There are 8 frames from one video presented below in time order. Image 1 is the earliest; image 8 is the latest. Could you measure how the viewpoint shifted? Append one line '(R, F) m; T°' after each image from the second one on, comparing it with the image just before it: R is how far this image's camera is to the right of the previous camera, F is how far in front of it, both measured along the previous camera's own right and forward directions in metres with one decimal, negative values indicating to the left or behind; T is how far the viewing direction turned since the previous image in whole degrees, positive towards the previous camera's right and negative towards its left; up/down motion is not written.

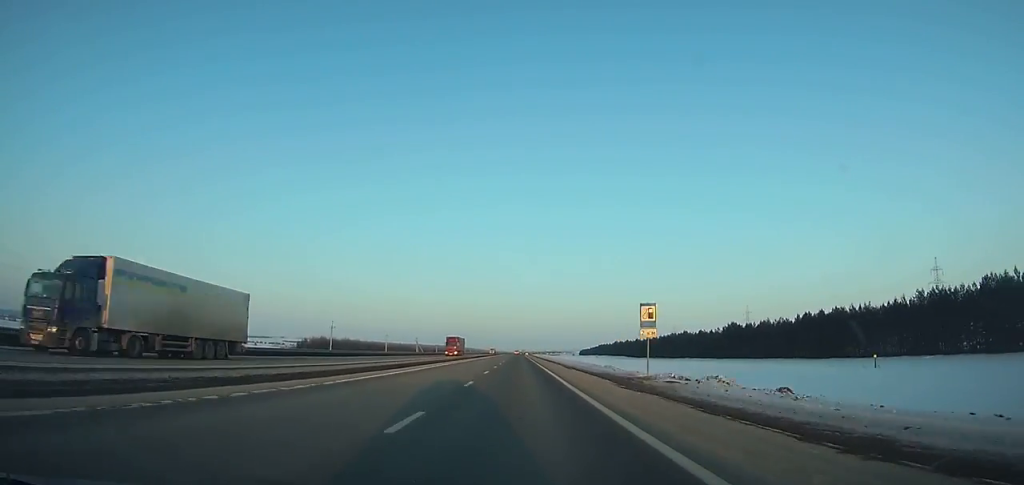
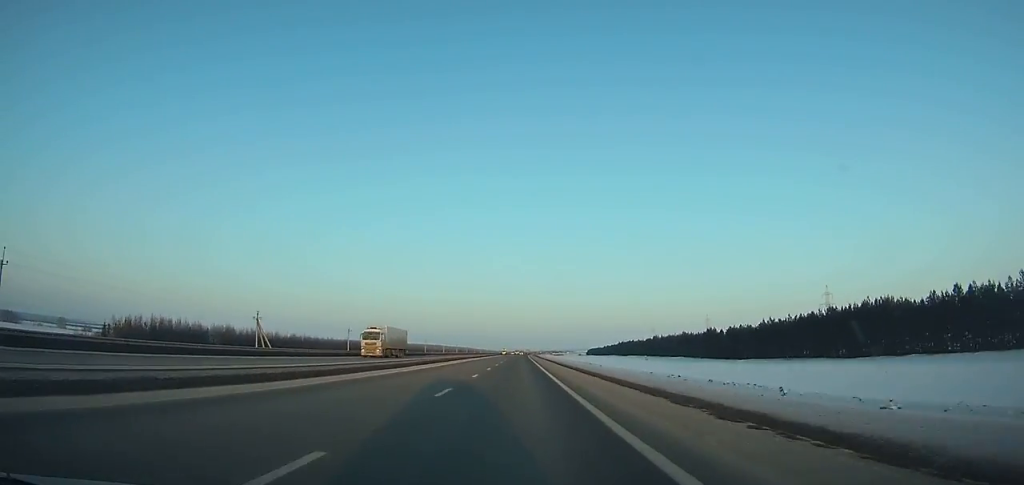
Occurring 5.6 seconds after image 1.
(-0.4, +149.0) m; 0°
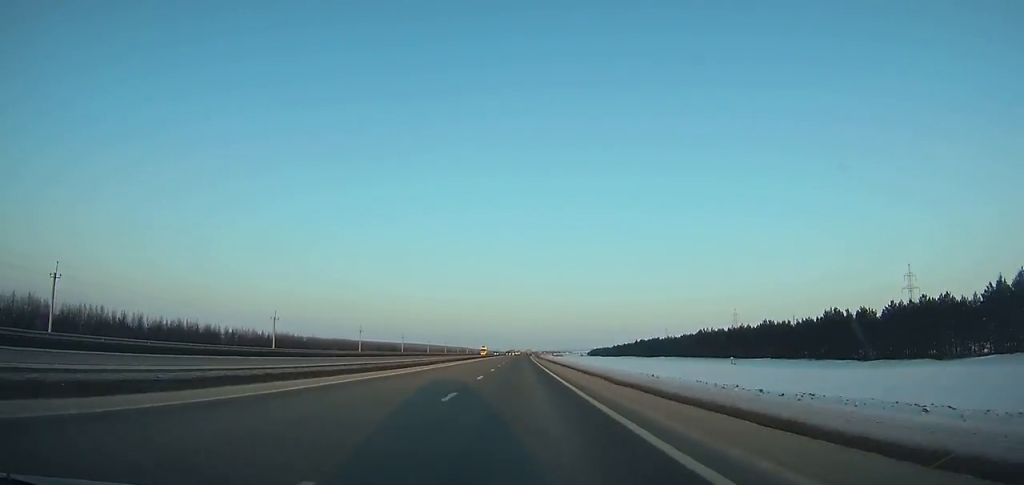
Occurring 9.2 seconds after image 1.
(+0.3, +96.4) m; 0°
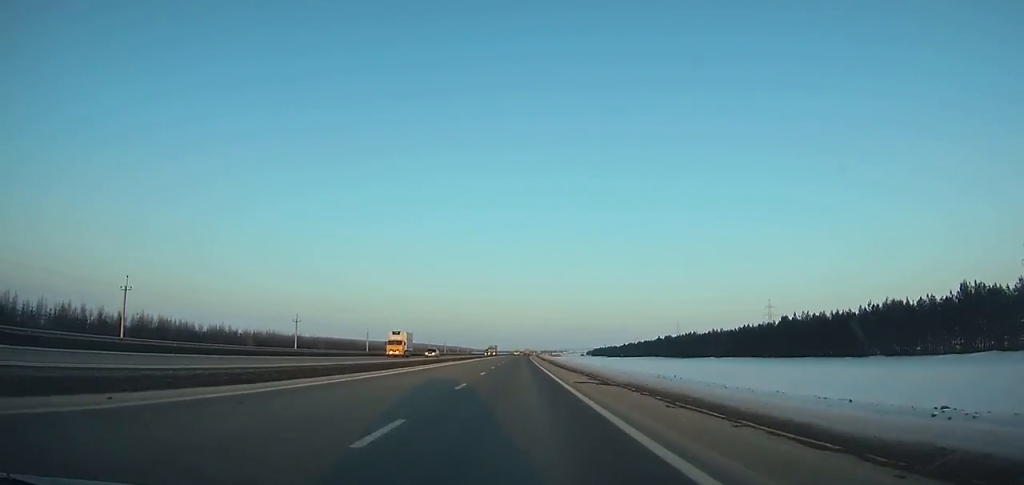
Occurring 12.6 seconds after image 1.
(+0.4, +91.0) m; +1°
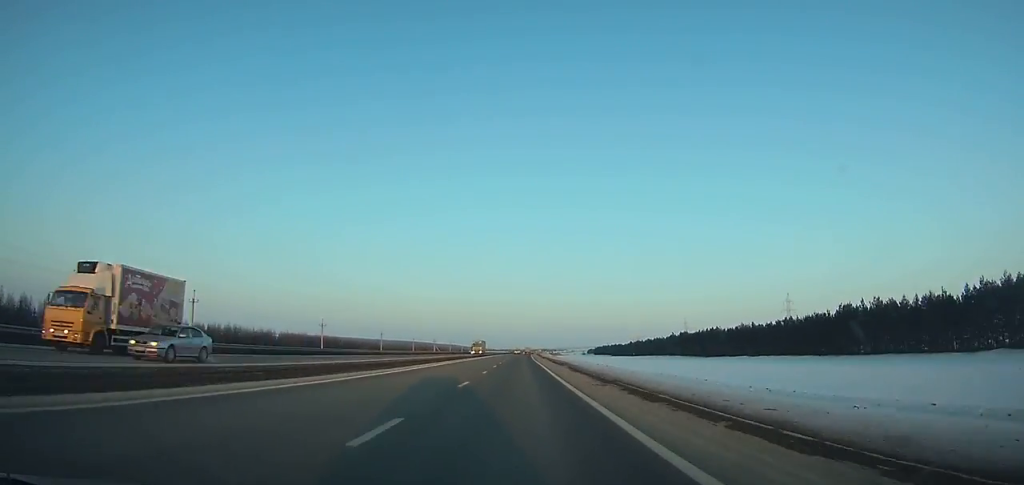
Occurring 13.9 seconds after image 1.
(0.0, +34.8) m; 0°
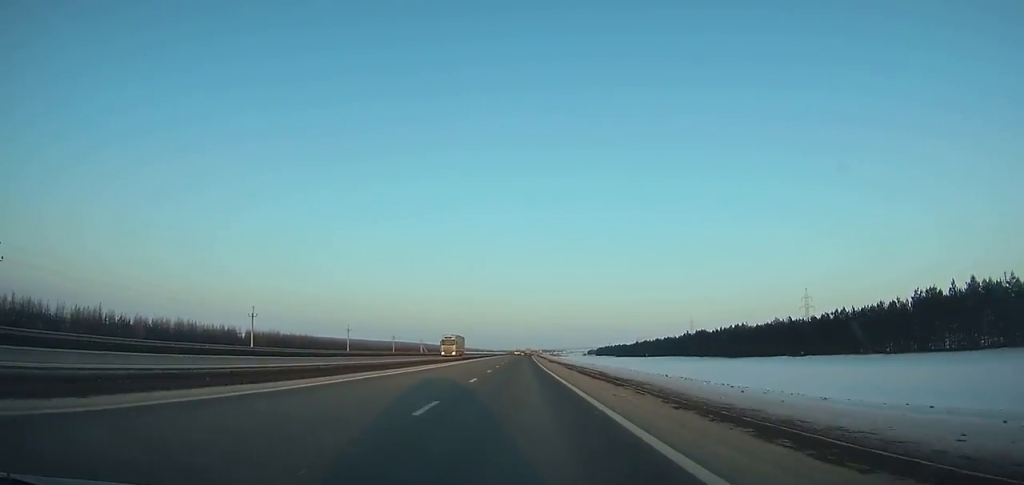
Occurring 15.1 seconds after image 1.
(+0.1, +32.0) m; 0°
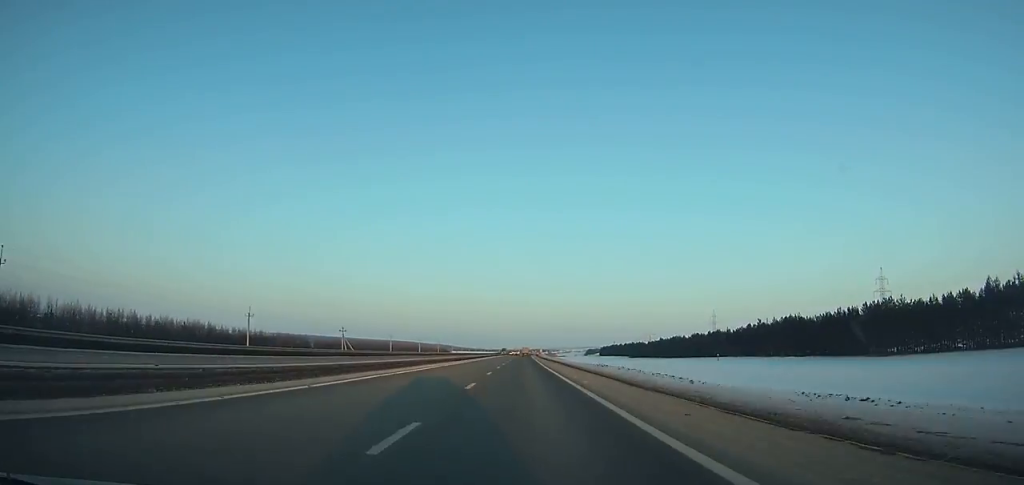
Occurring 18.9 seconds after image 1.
(+0.8, +100.7) m; +1°
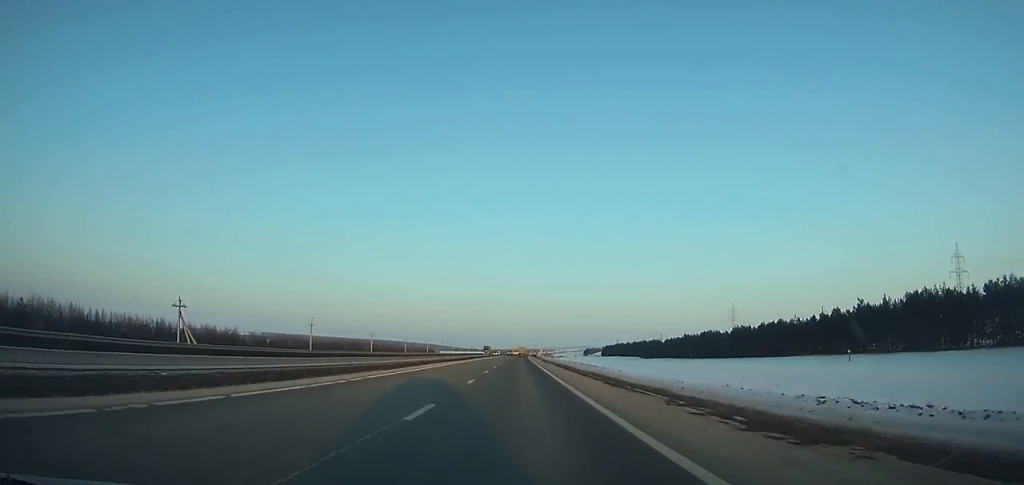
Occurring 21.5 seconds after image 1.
(+0.3, +68.4) m; +1°
